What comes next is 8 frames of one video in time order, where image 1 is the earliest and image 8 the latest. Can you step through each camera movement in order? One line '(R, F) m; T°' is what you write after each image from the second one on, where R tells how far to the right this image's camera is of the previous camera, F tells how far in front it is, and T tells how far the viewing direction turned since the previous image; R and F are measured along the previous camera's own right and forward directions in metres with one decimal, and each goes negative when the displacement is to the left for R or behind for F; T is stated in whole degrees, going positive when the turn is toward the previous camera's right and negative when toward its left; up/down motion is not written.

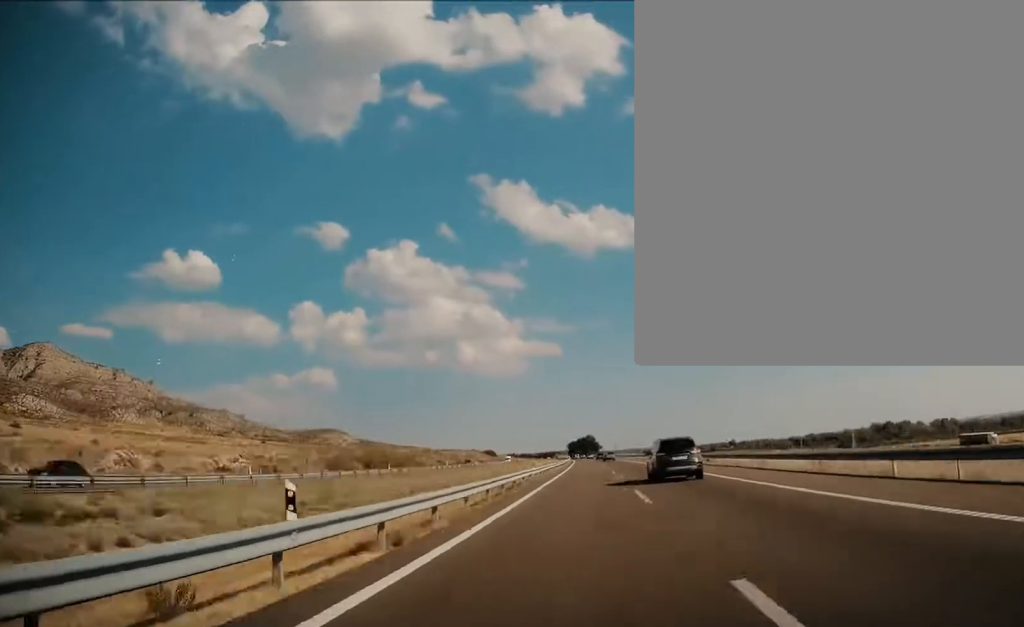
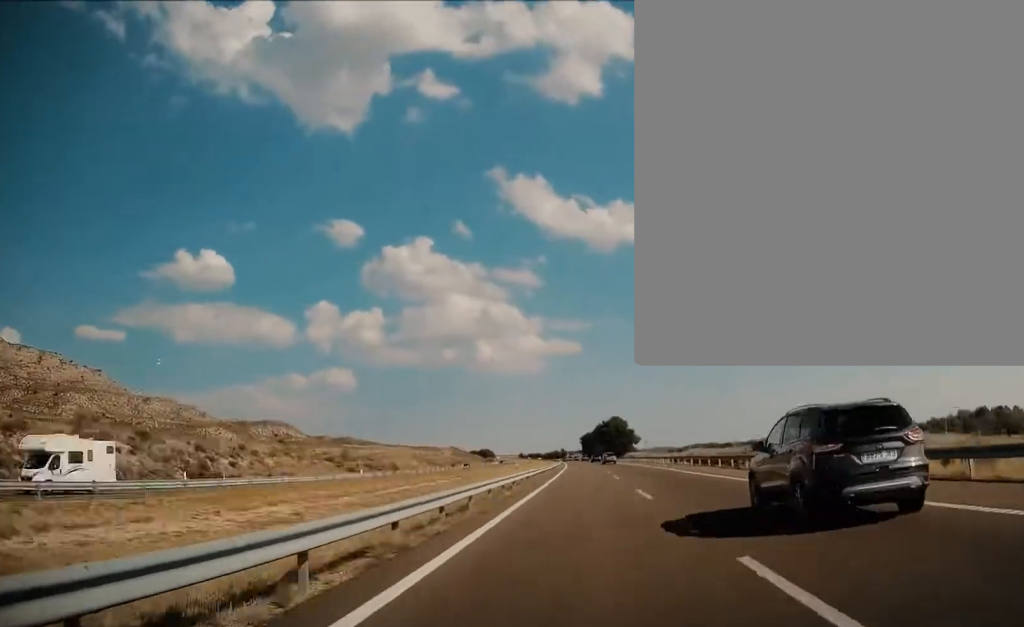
(-4.4, +165.7) m; -2°
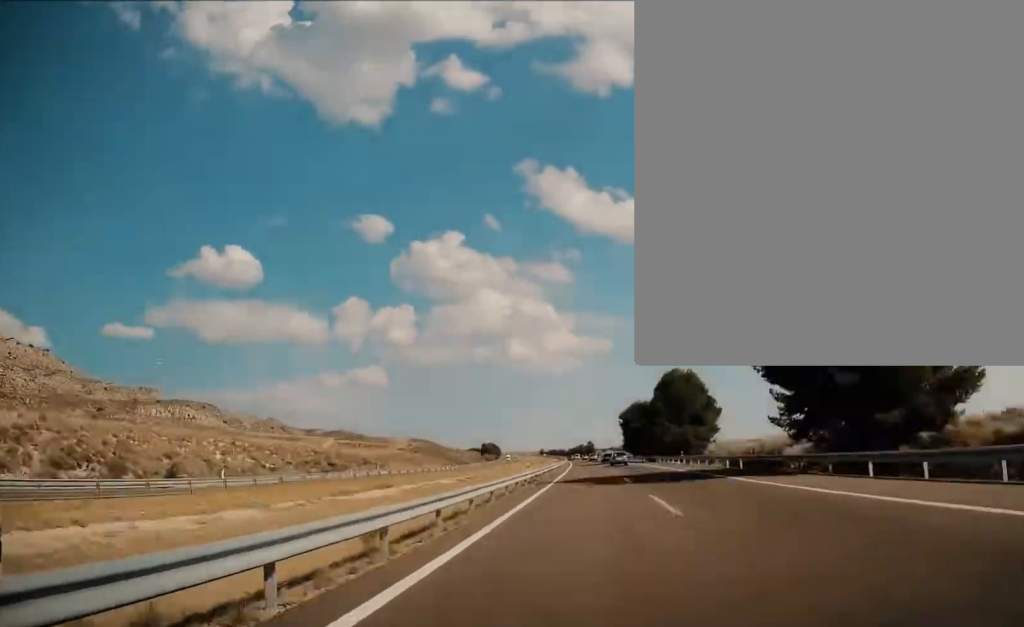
(-0.4, +155.5) m; -2°
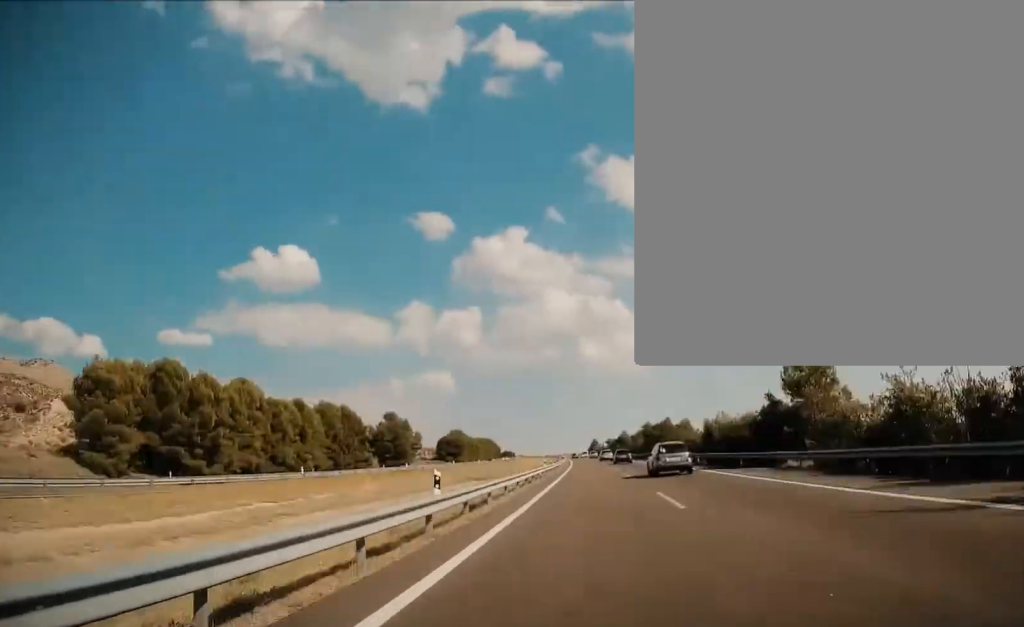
(-22.1, +391.4) m; -6°
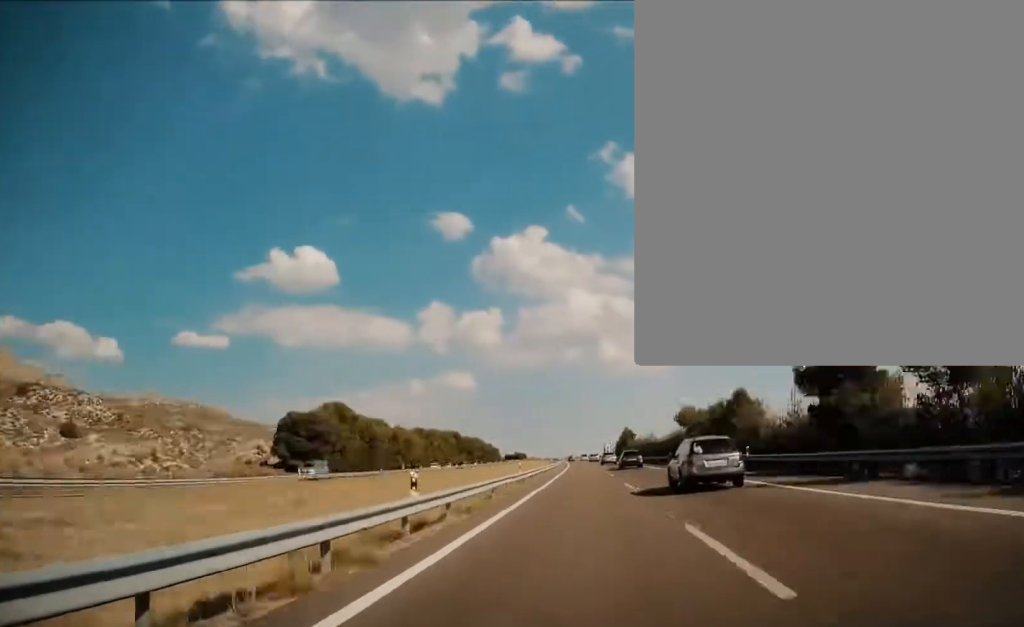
(-1.1, +123.5) m; -2°
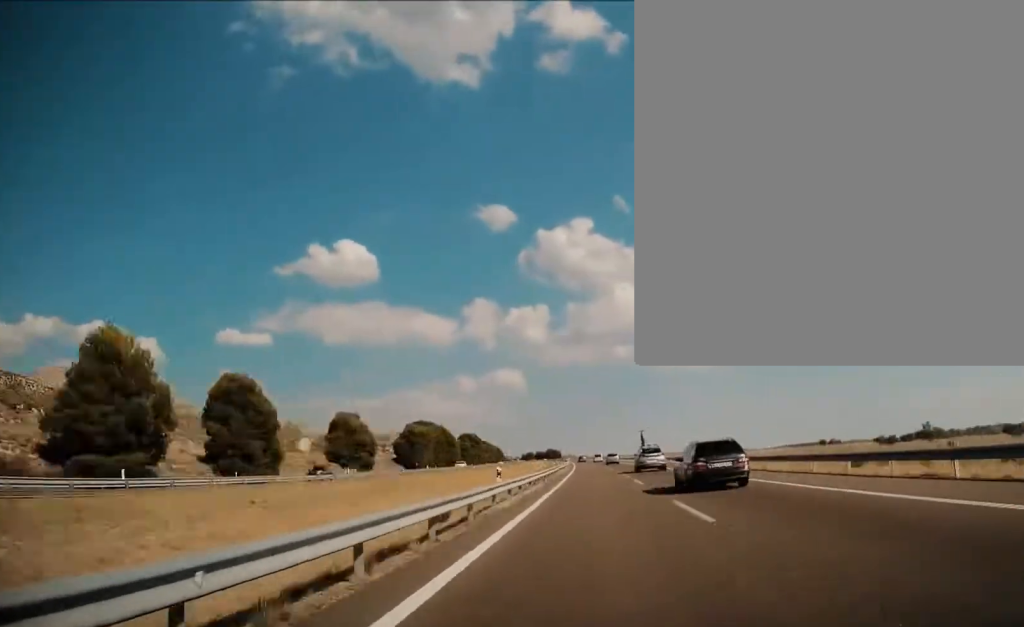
(-8.1, +241.9) m; -4°
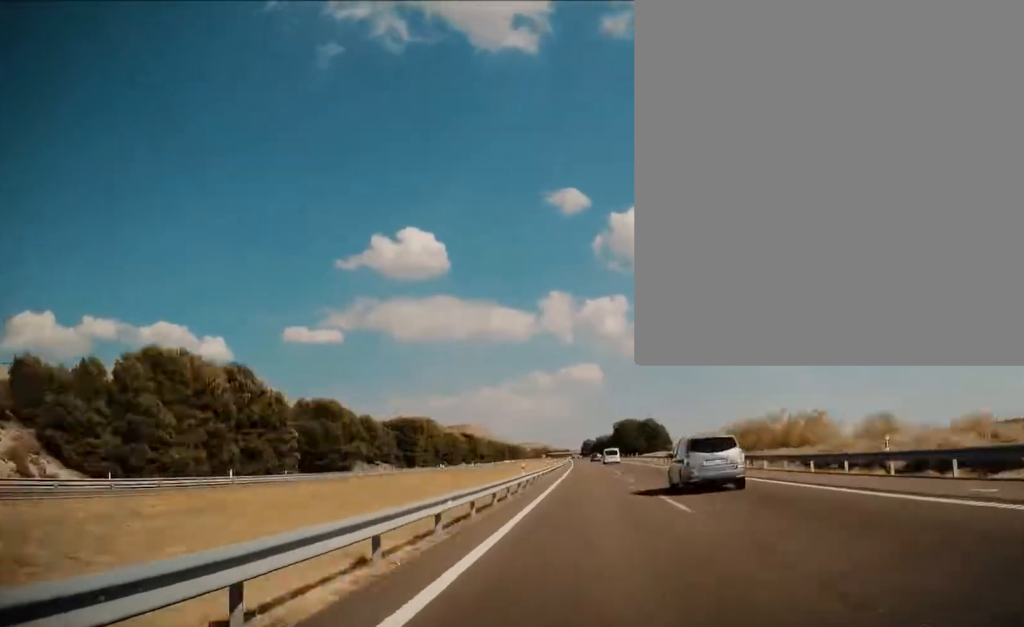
(-25.2, +470.1) m; -6°
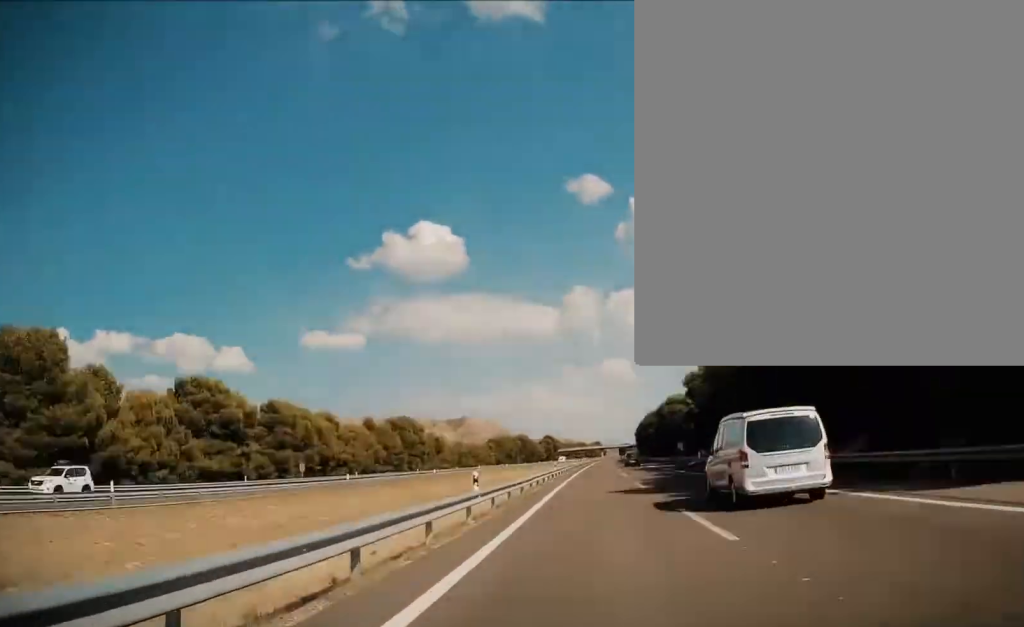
(-7.9, +429.3) m; +1°
